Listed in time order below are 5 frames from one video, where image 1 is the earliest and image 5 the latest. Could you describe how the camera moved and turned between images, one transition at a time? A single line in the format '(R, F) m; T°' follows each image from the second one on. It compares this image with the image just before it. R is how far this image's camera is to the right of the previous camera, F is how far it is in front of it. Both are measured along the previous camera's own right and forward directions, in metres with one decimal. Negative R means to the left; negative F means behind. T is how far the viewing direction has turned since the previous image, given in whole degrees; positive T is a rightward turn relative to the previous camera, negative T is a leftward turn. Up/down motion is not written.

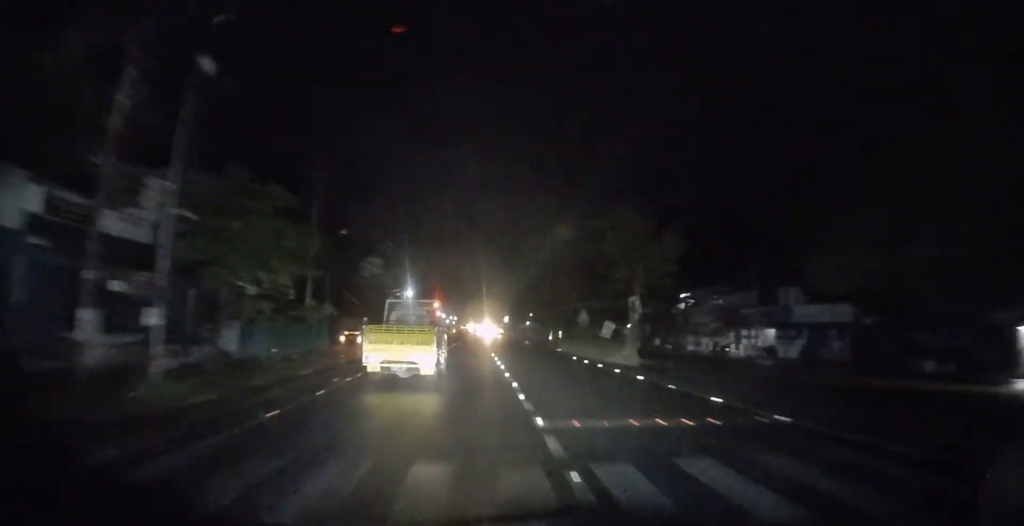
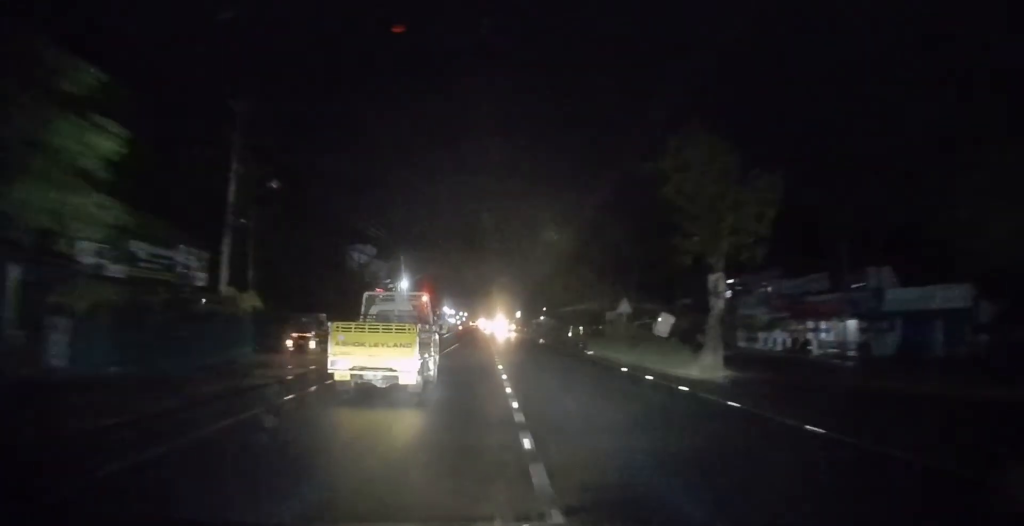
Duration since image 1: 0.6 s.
(+0.1, +11.6) m; -1°
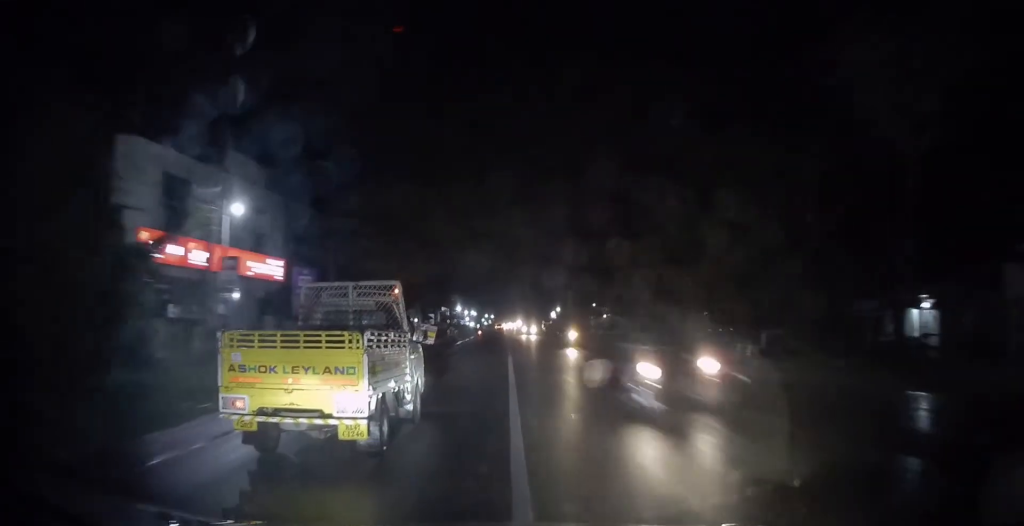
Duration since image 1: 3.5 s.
(-2.2, +48.6) m; -5°
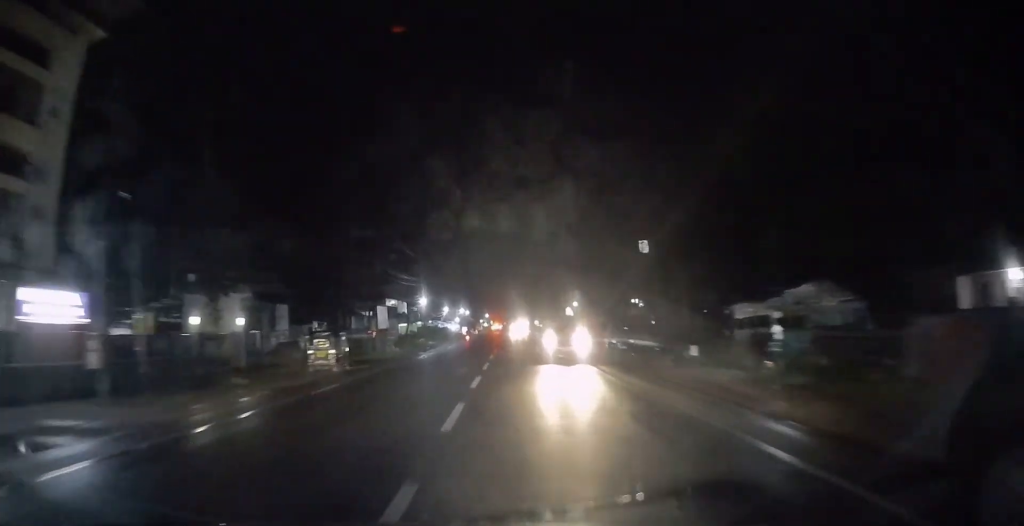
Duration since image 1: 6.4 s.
(+0.9, +45.9) m; 0°
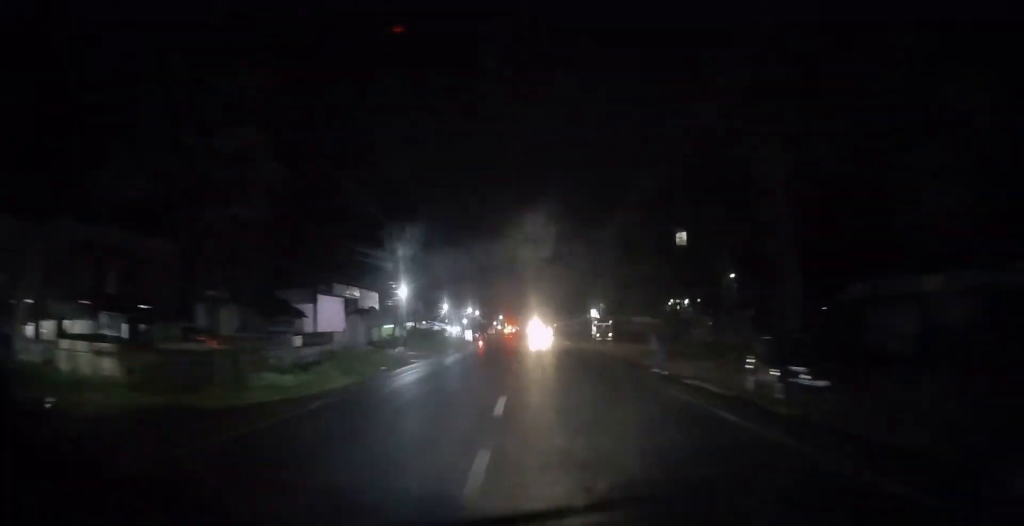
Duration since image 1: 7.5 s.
(-0.5, +22.0) m; -1°
